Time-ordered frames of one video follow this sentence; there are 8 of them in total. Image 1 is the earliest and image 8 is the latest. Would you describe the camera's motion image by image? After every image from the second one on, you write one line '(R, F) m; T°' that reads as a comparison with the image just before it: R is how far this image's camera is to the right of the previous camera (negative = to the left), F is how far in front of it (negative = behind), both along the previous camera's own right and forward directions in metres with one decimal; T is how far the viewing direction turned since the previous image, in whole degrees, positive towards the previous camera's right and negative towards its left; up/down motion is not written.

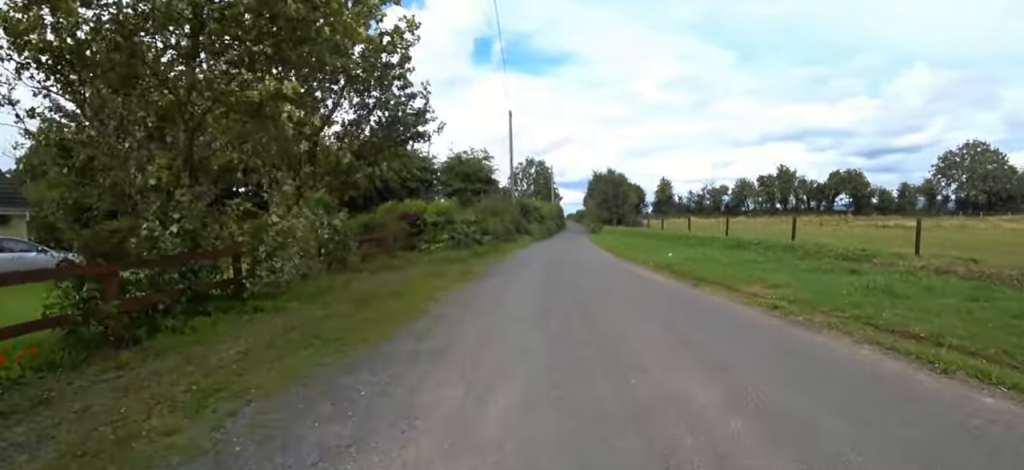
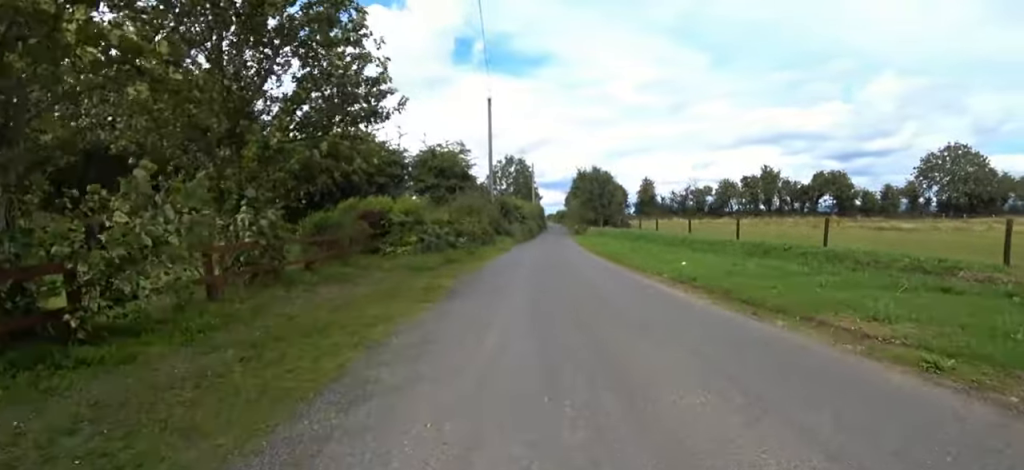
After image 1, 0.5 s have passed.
(-0.2, +2.6) m; -1°
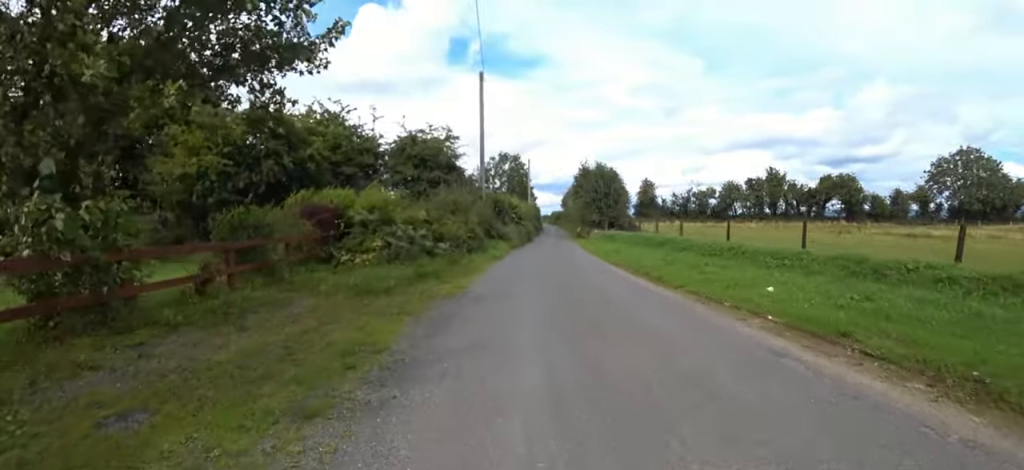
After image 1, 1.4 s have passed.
(-0.1, +4.0) m; +2°
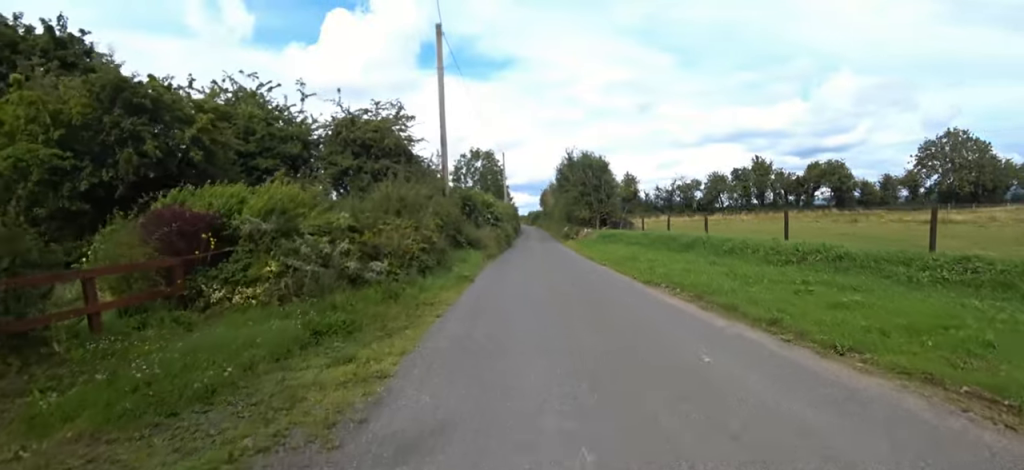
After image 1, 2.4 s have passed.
(+0.3, +4.6) m; +2°
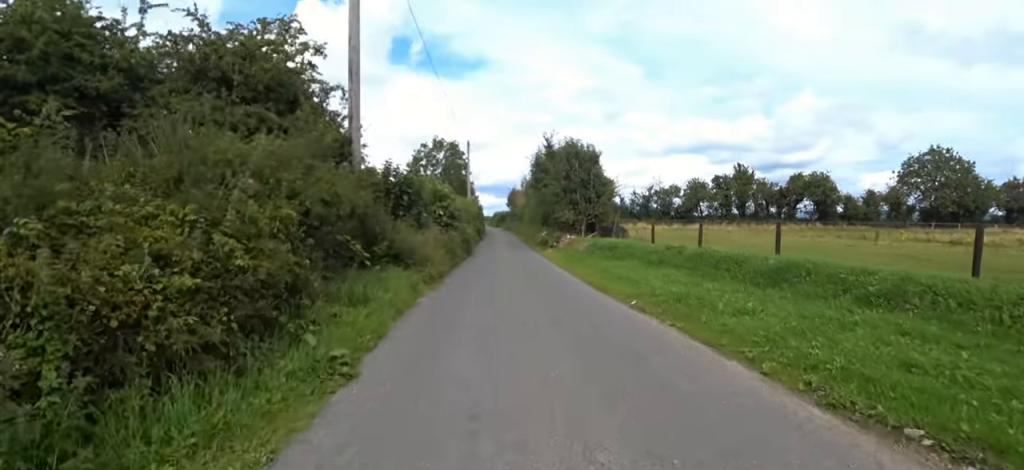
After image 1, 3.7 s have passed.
(-0.4, +6.0) m; +1°
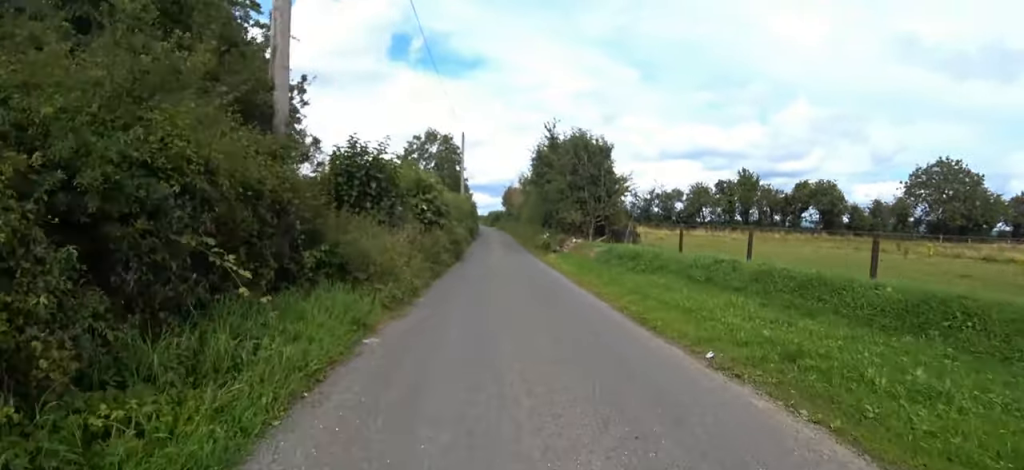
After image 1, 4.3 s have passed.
(-0.2, +2.8) m; +6°
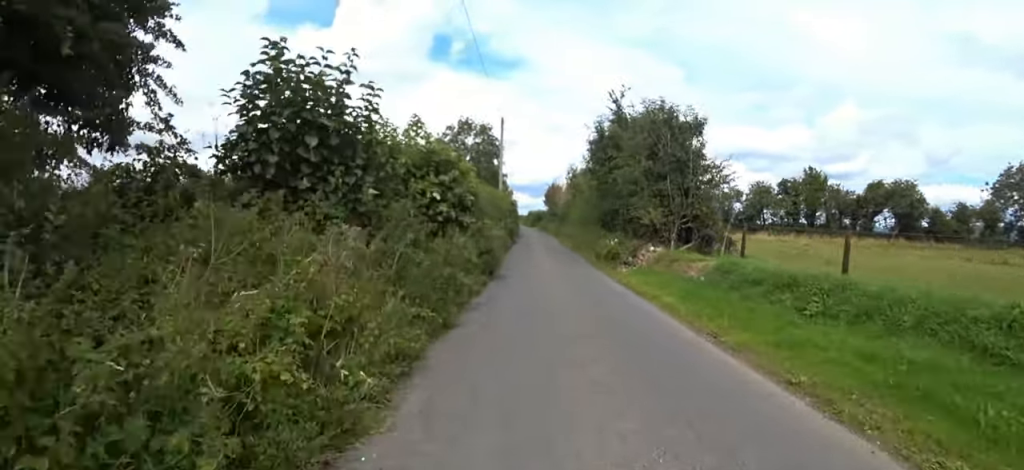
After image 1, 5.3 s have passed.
(+1.1, +4.7) m; +4°
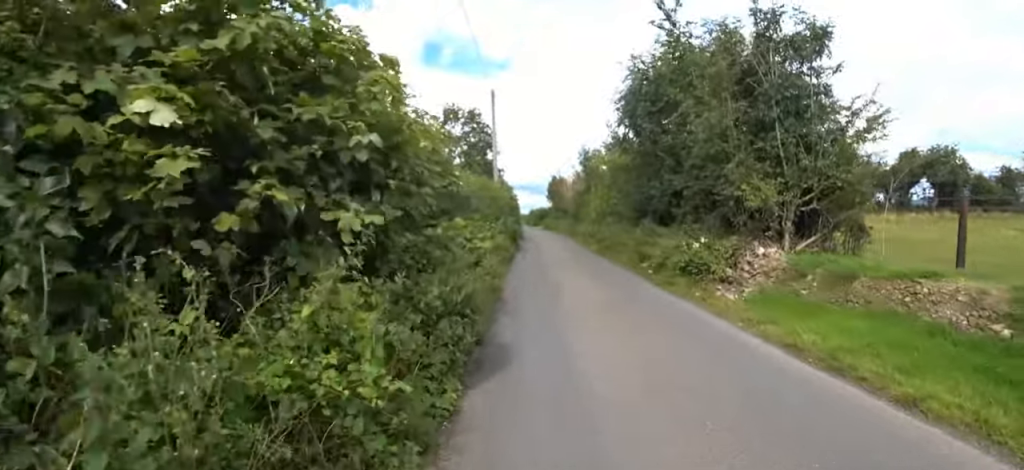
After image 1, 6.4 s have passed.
(-1.1, +5.6) m; -11°
